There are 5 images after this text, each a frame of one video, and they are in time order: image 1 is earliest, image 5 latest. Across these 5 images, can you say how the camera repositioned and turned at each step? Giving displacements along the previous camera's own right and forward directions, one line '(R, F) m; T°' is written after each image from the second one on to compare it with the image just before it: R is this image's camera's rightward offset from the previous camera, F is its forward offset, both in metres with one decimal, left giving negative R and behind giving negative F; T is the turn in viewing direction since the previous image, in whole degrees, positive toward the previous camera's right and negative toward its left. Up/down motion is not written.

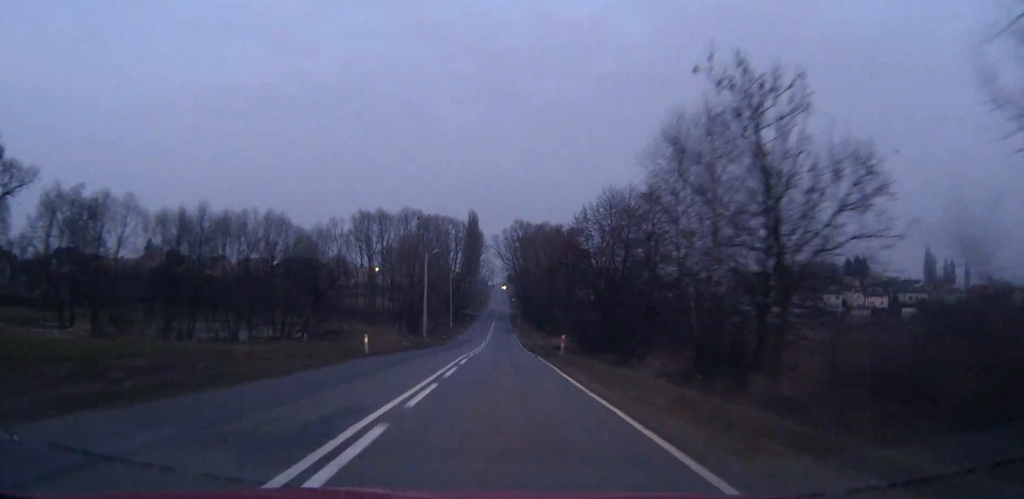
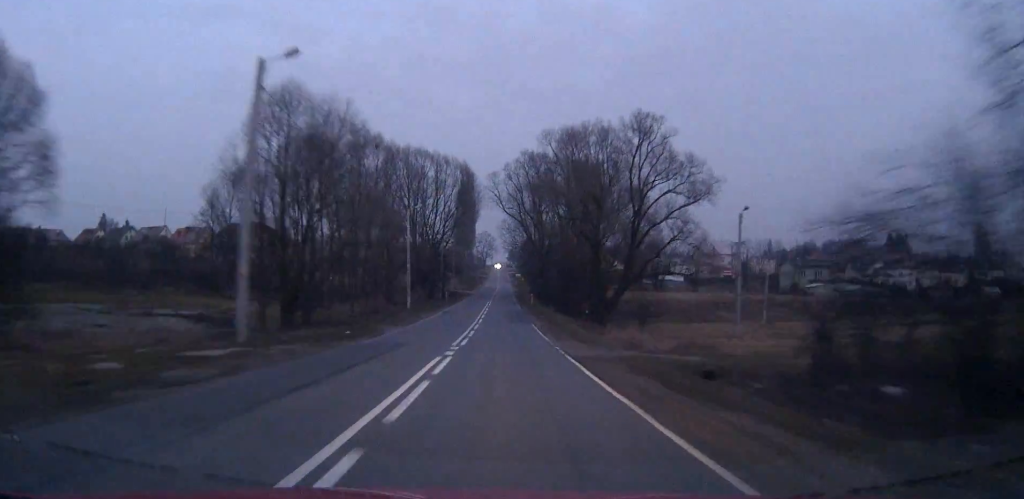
(-0.2, +52.0) m; 0°
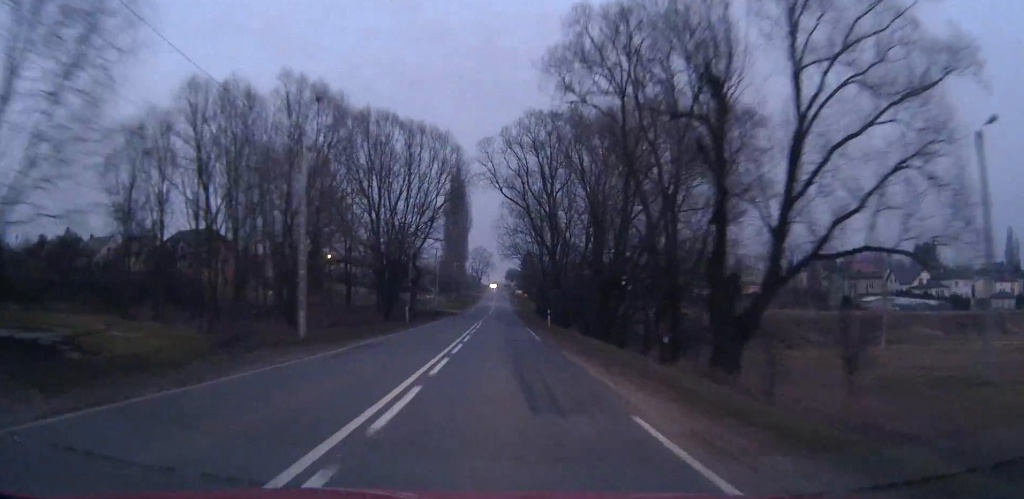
(+0.1, +31.8) m; 0°
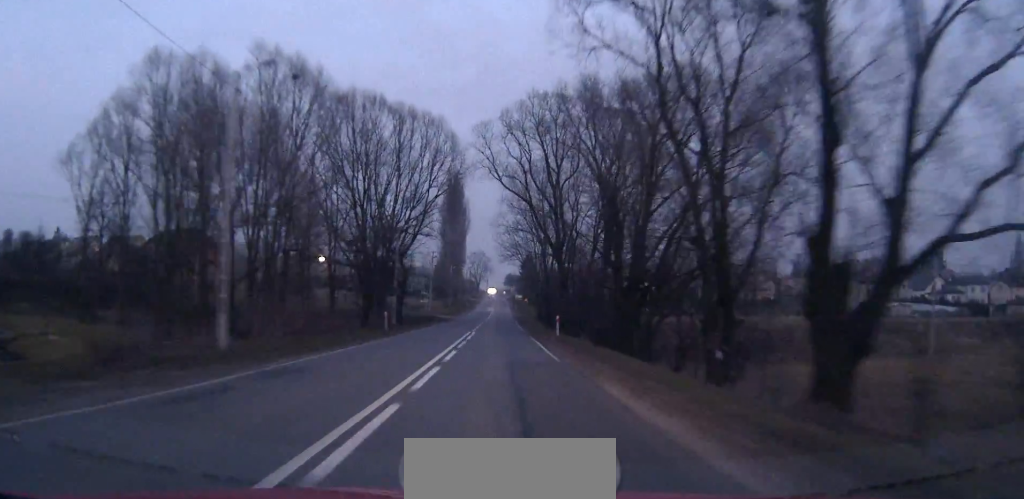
(0.0, +8.4) m; 0°
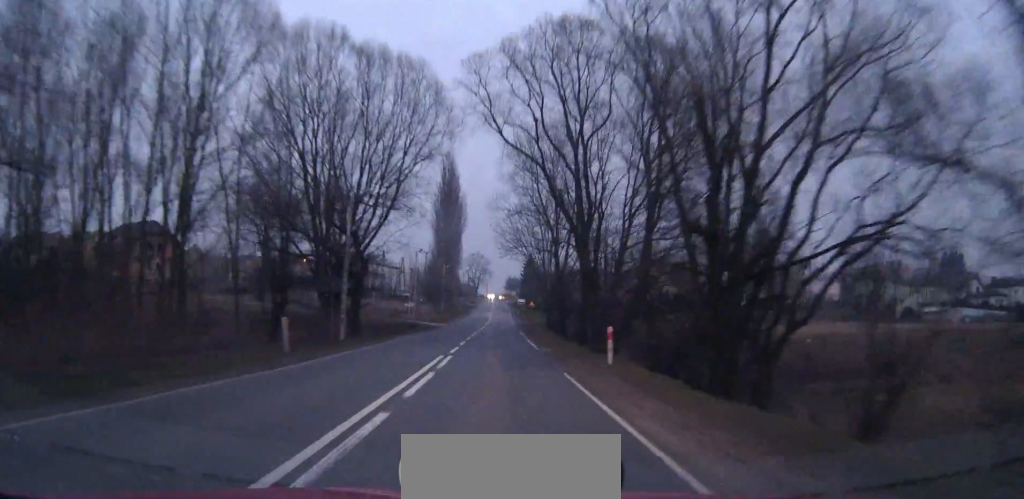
(0.0, +19.2) m; 0°
